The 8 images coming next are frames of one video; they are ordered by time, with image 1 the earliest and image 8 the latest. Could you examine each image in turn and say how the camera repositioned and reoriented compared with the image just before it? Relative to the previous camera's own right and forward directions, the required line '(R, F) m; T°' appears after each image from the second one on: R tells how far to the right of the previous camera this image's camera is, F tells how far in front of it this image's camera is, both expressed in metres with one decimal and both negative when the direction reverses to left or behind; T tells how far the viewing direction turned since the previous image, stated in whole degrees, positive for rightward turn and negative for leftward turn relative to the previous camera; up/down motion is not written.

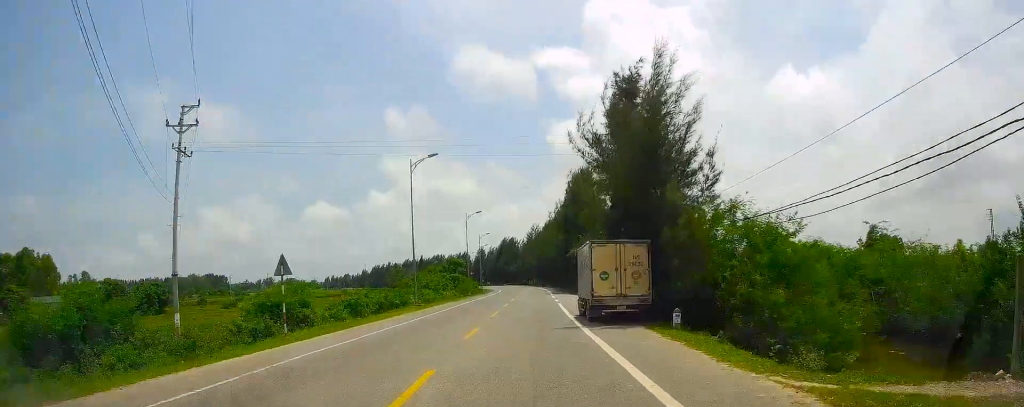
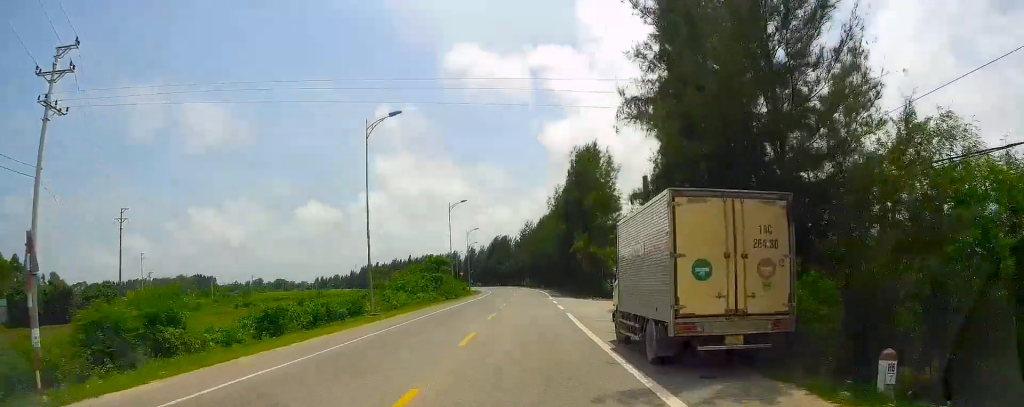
(0.0, +11.4) m; 0°
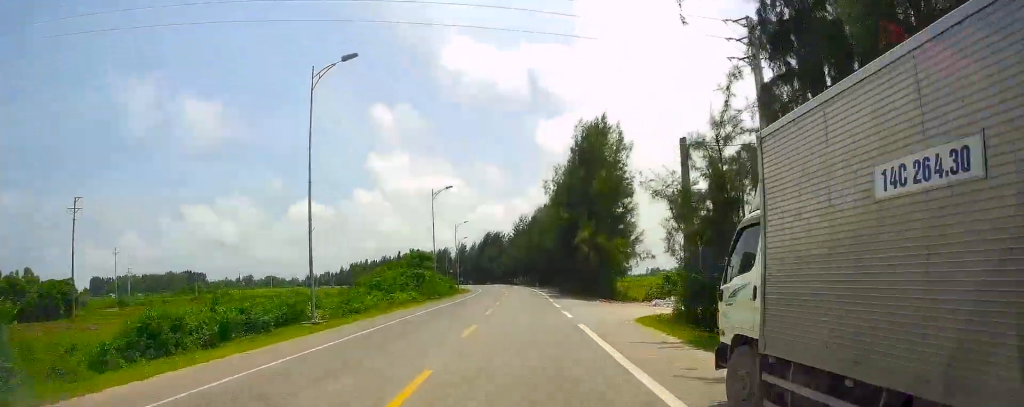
(-0.5, +8.5) m; +1°
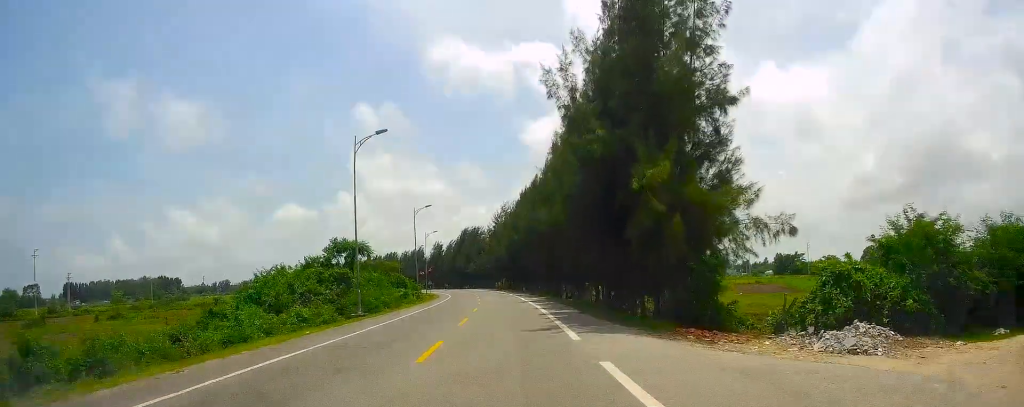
(+1.0, +24.1) m; +1°
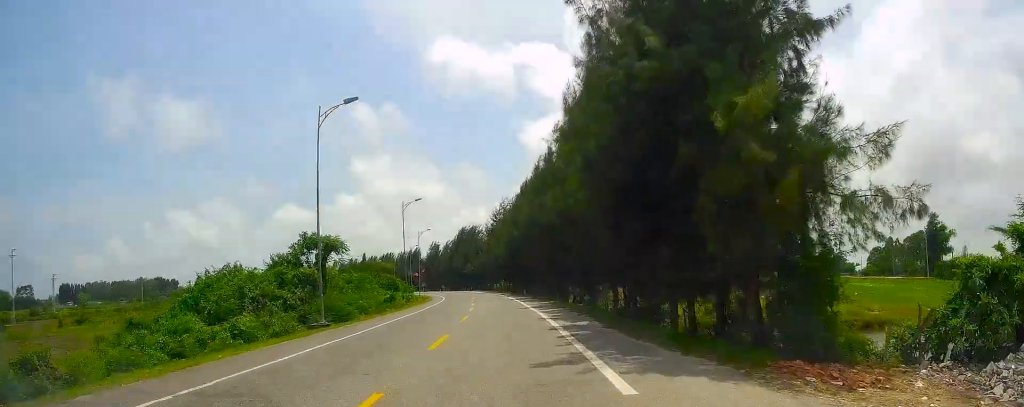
(-0.2, +7.1) m; -1°
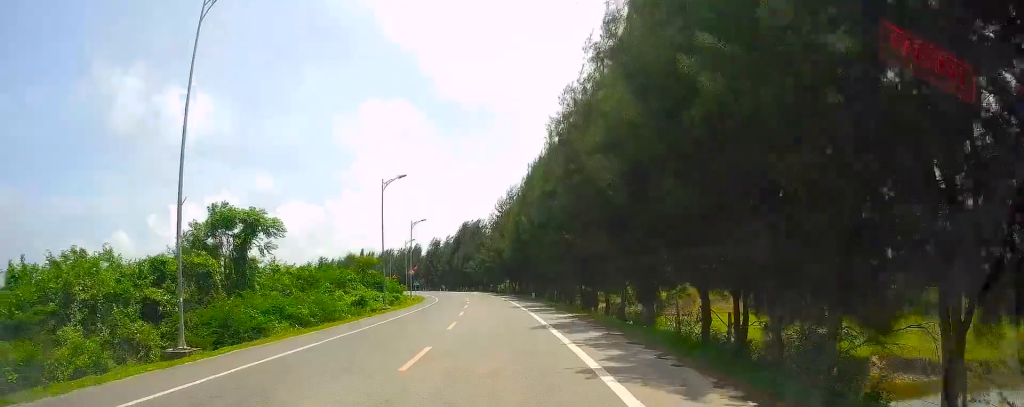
(+0.1, +13.9) m; 0°
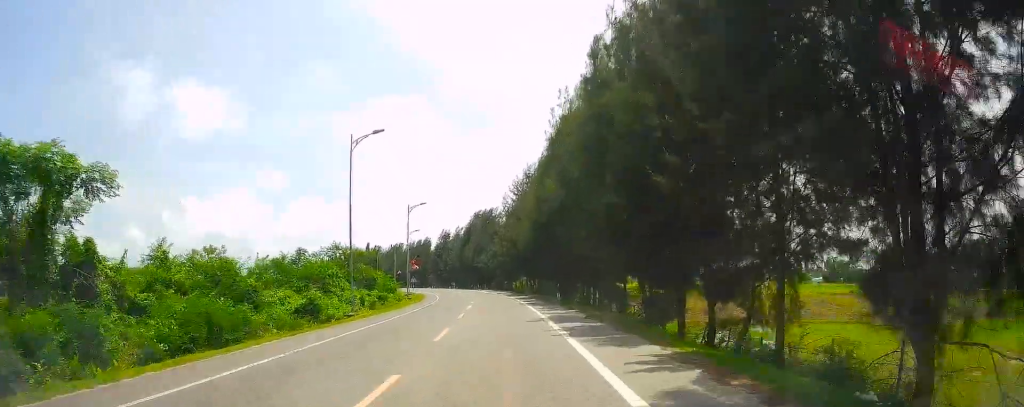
(-0.1, +14.8) m; 0°
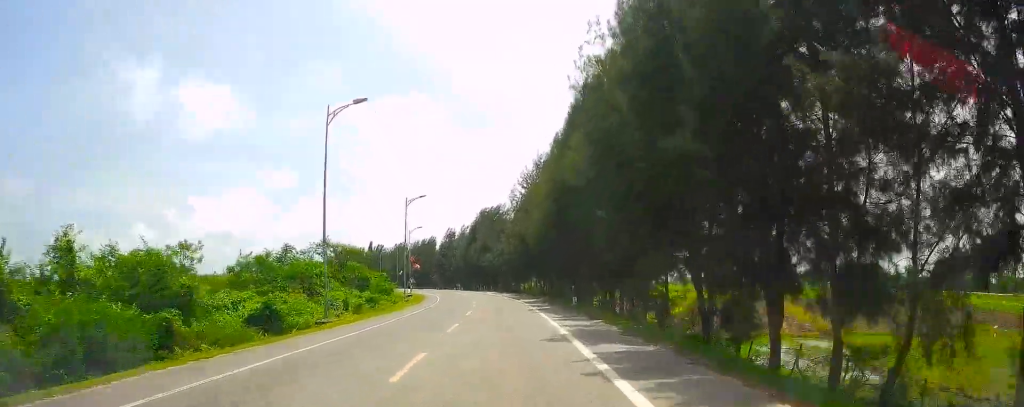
(0.0, +6.6) m; 0°
